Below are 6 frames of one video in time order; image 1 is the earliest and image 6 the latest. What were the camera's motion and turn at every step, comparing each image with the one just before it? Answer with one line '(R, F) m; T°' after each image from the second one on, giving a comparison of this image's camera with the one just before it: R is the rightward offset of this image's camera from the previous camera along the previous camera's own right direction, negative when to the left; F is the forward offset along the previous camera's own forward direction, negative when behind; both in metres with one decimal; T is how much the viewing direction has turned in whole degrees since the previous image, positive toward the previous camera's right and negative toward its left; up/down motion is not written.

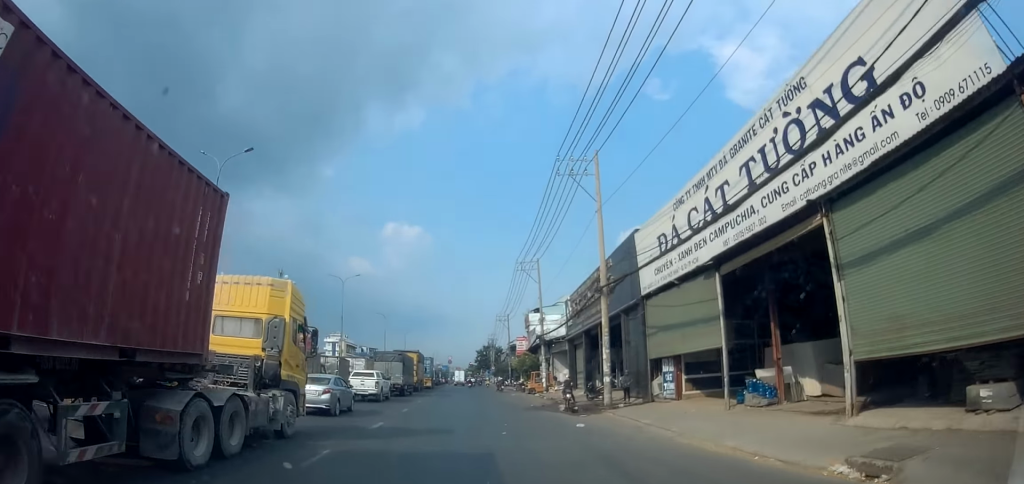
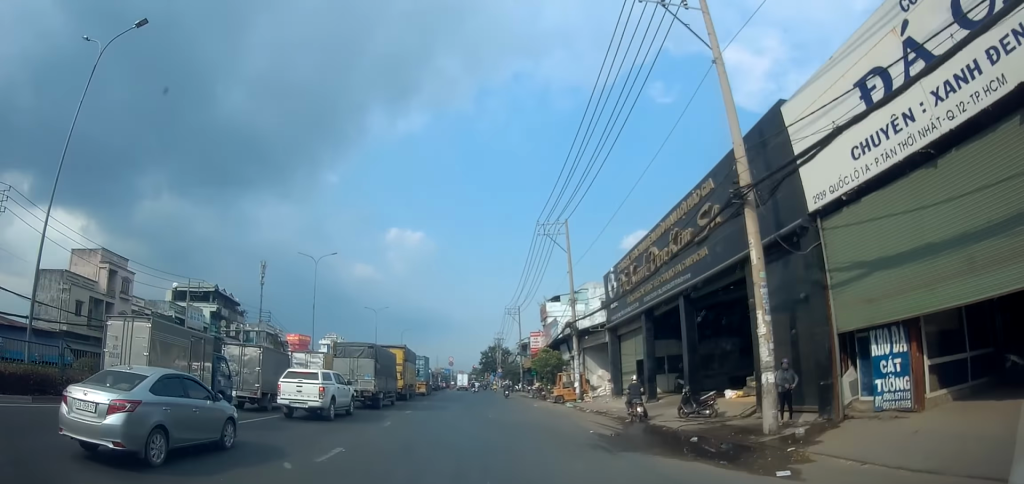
(-0.4, +12.7) m; +1°
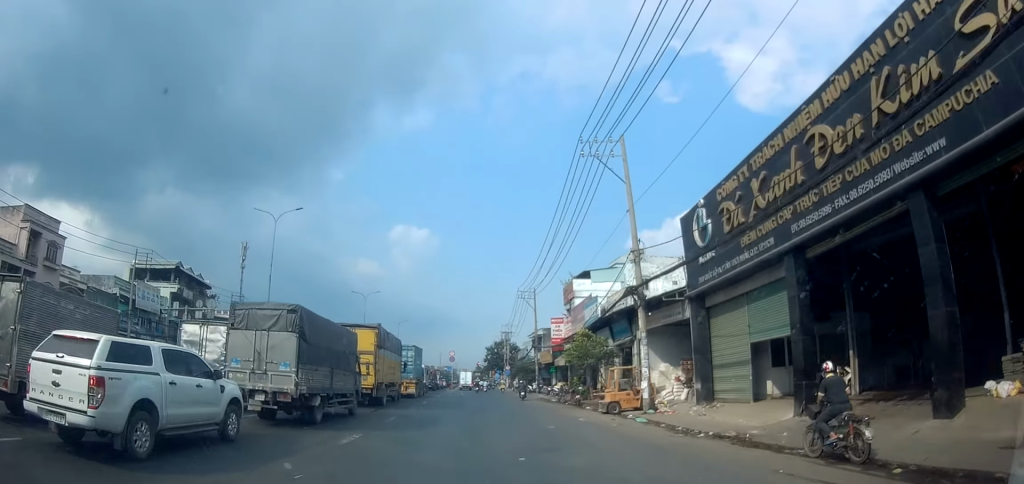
(+0.5, +12.4) m; +1°
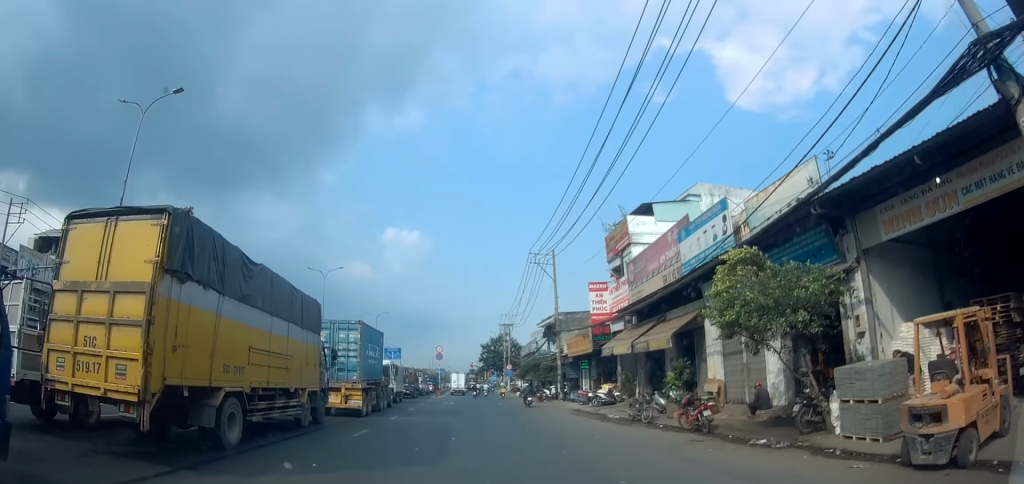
(+0.1, +17.5) m; +1°
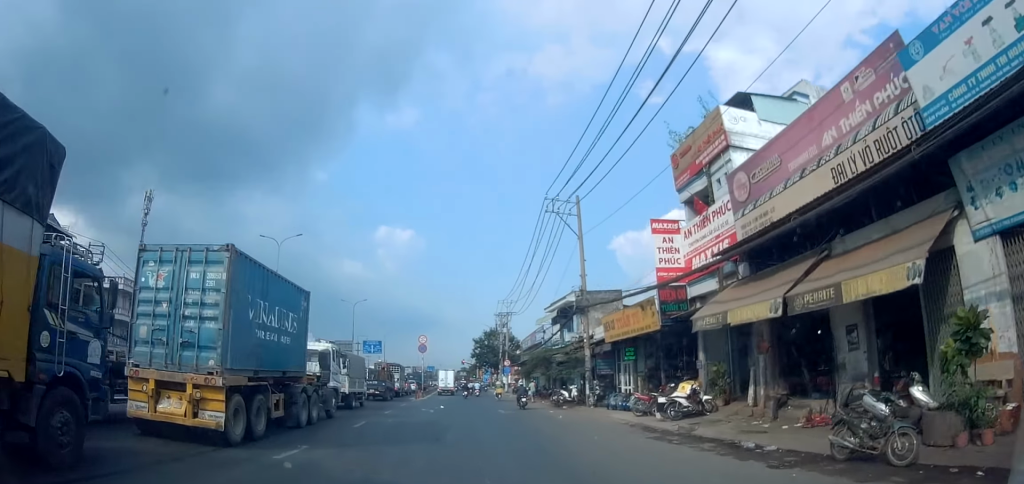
(-0.3, +11.7) m; -2°
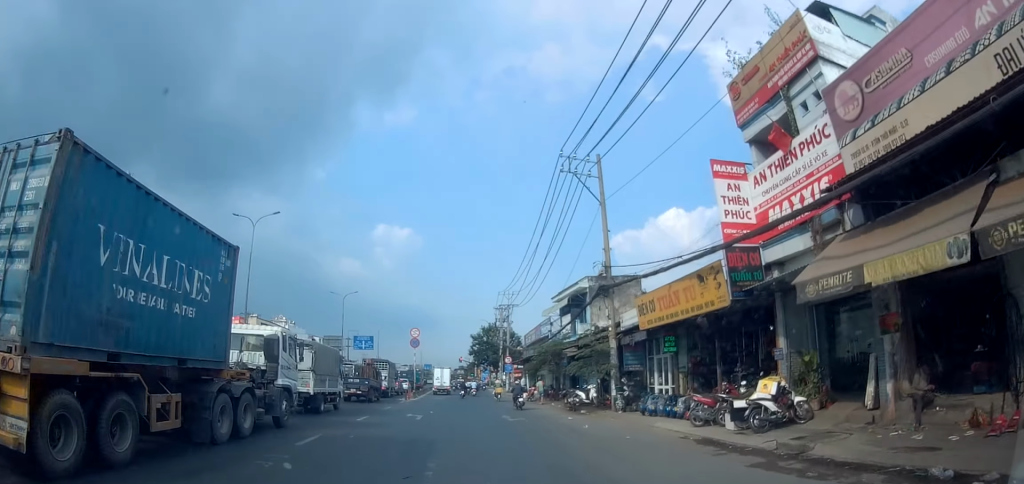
(0.0, +5.1) m; 0°
